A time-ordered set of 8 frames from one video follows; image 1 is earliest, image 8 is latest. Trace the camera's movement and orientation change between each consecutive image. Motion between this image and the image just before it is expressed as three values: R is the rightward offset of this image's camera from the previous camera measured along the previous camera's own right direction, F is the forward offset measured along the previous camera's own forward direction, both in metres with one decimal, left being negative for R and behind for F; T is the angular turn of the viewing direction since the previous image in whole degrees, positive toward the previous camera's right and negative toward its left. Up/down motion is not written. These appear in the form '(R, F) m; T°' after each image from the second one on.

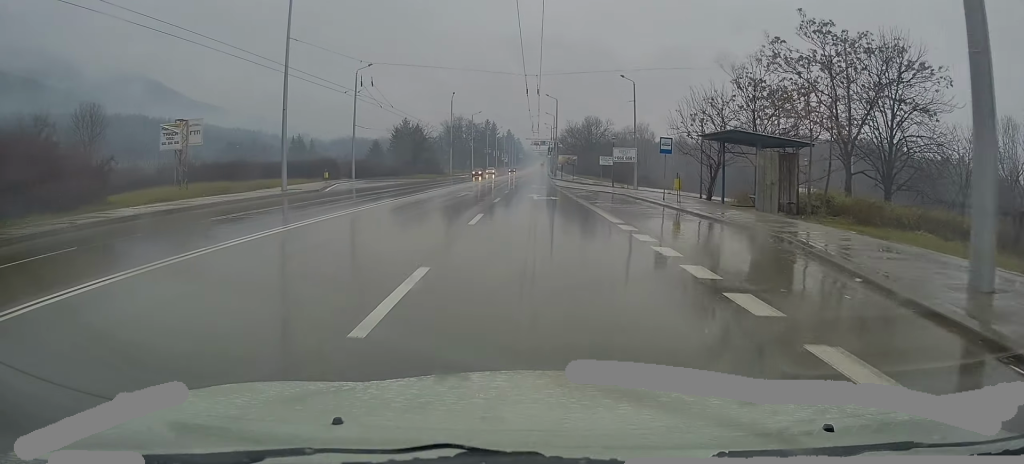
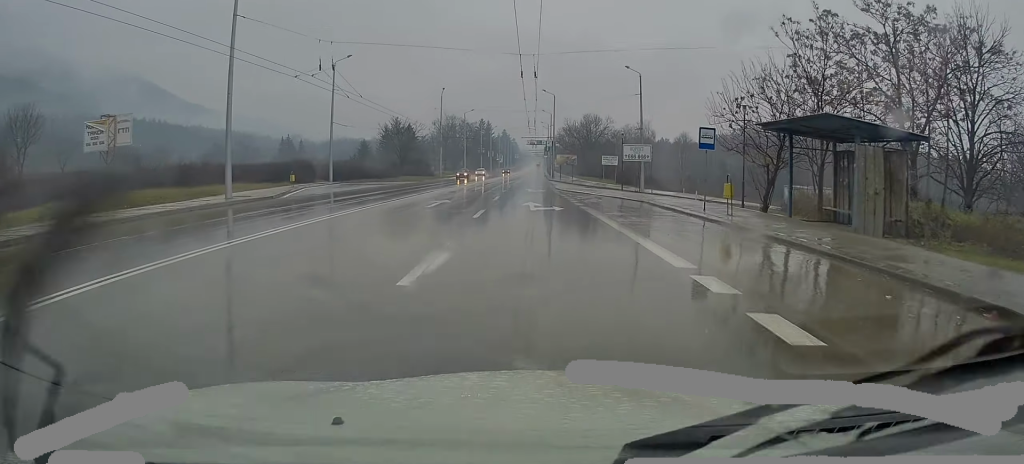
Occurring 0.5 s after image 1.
(+0.1, +6.9) m; +1°
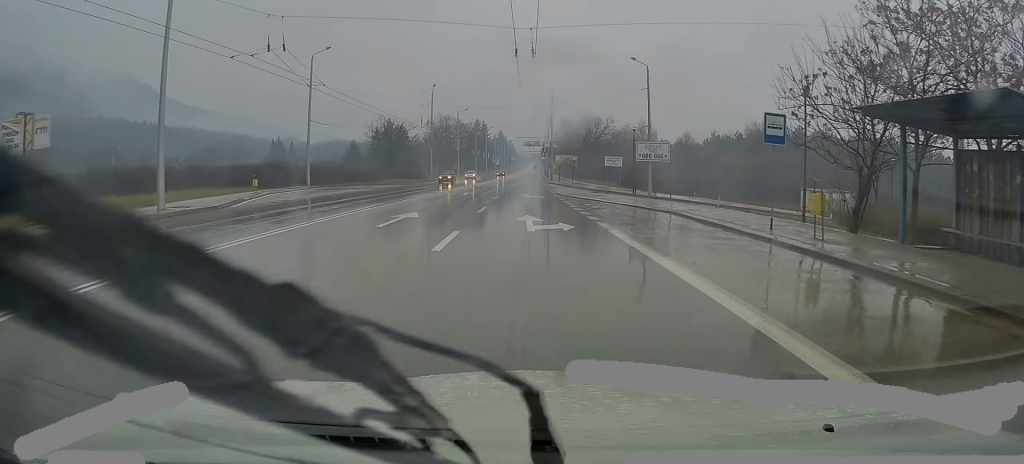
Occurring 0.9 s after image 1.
(0.0, +6.0) m; 0°
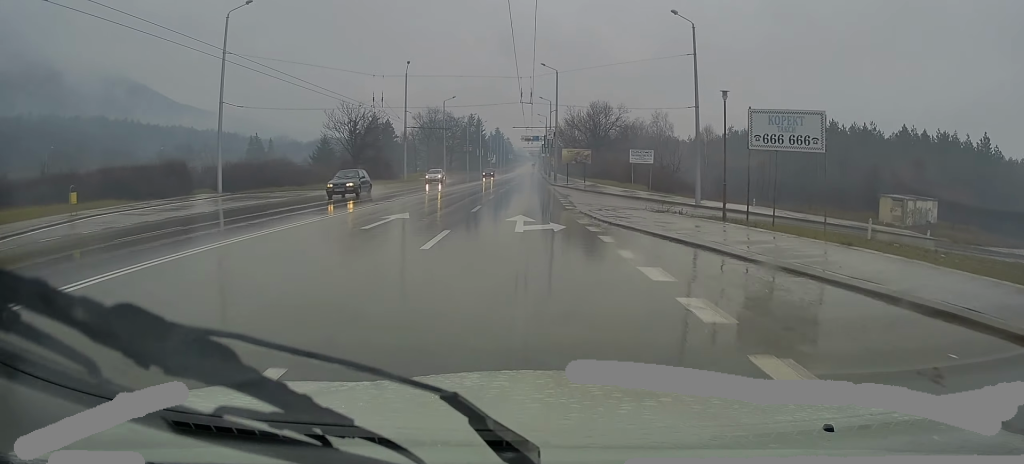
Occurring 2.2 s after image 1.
(+0.1, +17.6) m; 0°
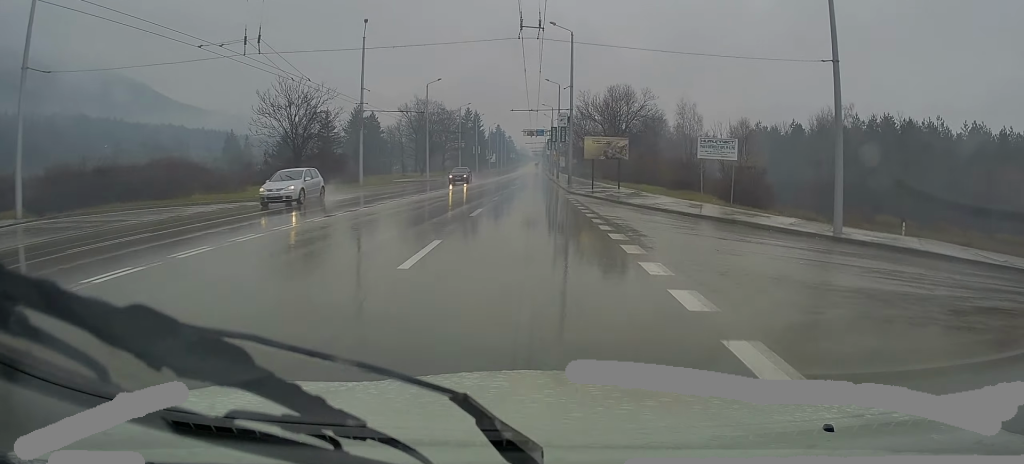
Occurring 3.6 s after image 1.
(+0.1, +19.6) m; +2°
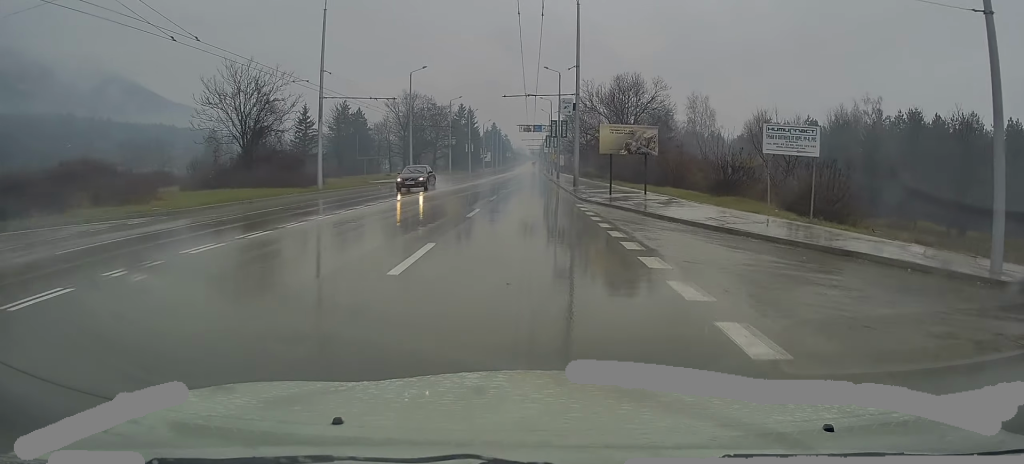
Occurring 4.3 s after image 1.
(+0.1, +9.6) m; 0°
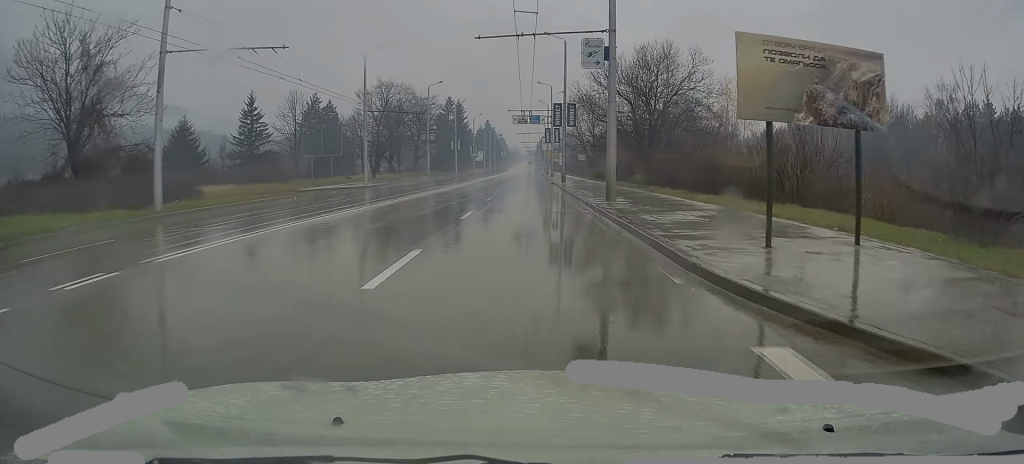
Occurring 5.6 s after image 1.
(-0.2, +19.3) m; -1°
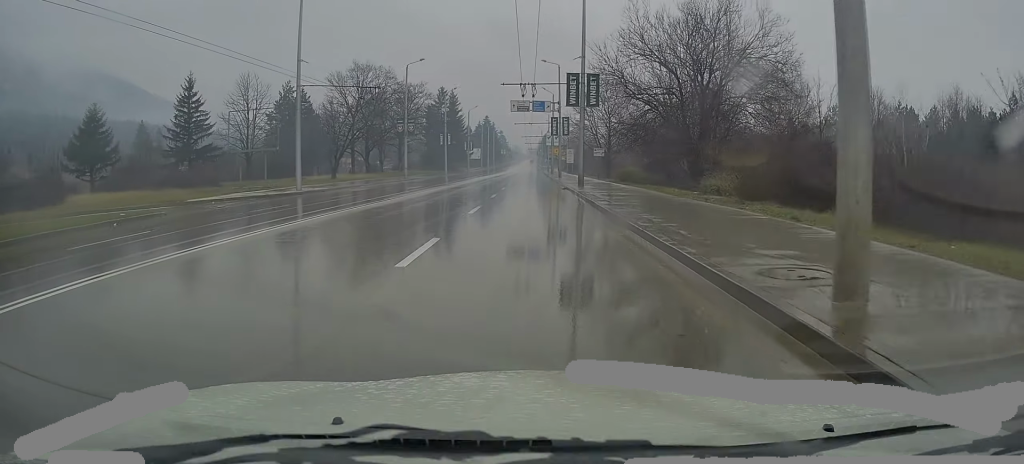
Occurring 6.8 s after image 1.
(+0.1, +16.8) m; 0°
